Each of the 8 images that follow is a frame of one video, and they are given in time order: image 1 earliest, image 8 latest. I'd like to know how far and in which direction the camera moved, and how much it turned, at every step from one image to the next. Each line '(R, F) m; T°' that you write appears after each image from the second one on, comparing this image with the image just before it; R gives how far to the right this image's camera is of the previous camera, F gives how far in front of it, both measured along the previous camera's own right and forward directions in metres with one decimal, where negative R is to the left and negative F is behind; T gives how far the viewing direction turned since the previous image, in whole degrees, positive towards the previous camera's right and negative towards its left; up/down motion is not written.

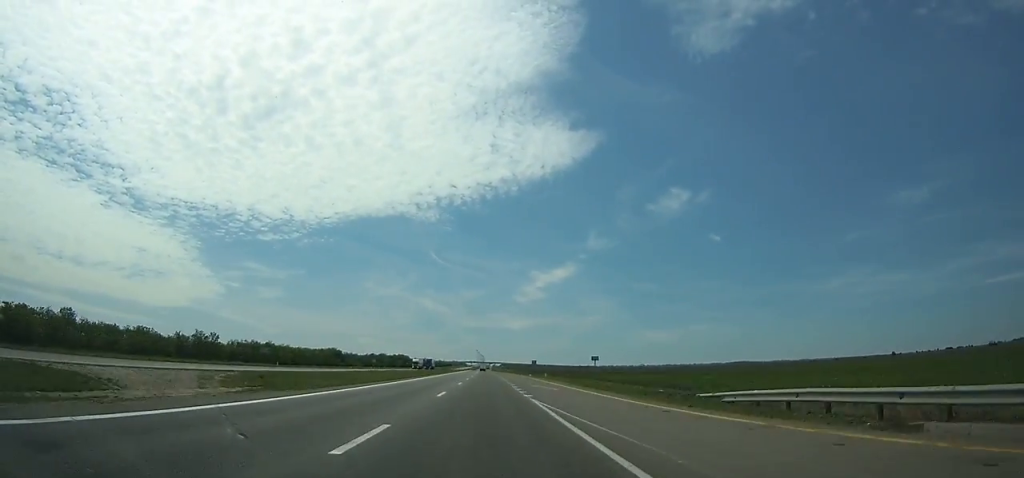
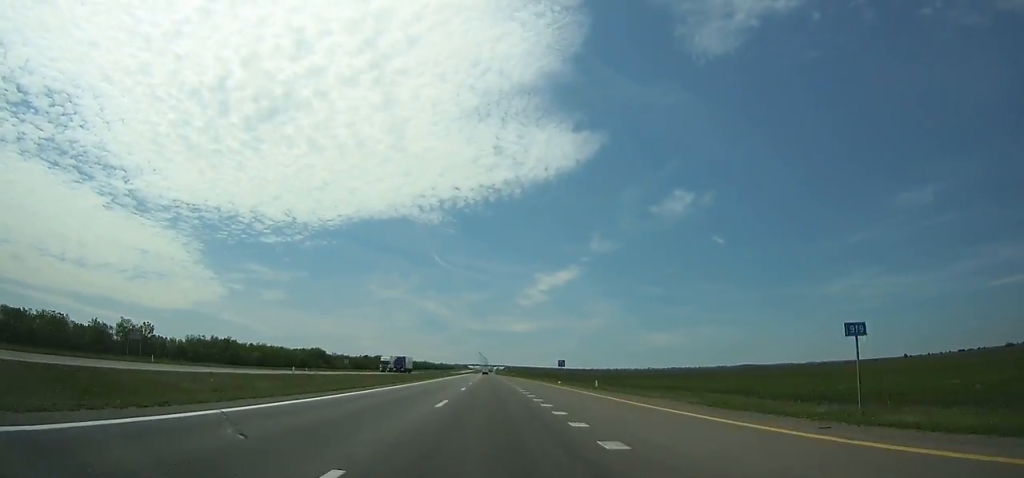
(0.0, +37.4) m; 0°
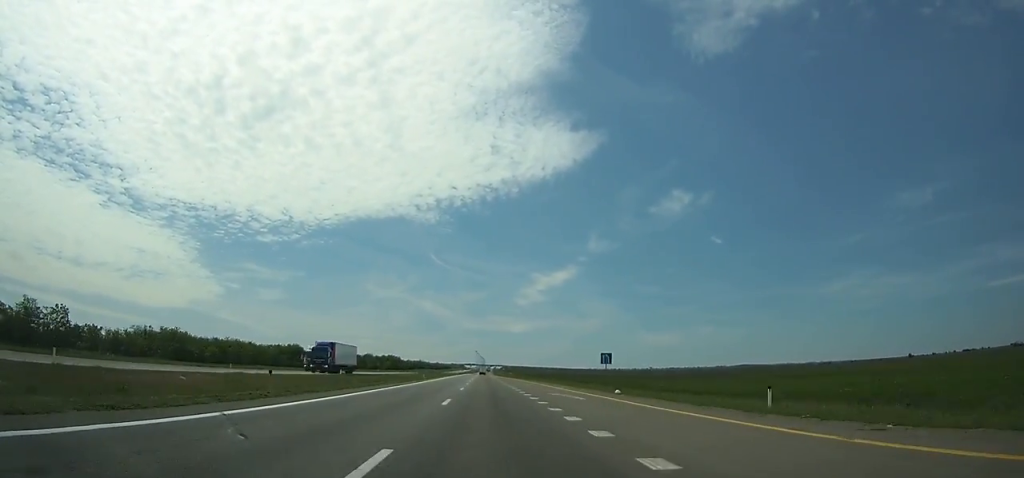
(+0.1, +30.0) m; 0°
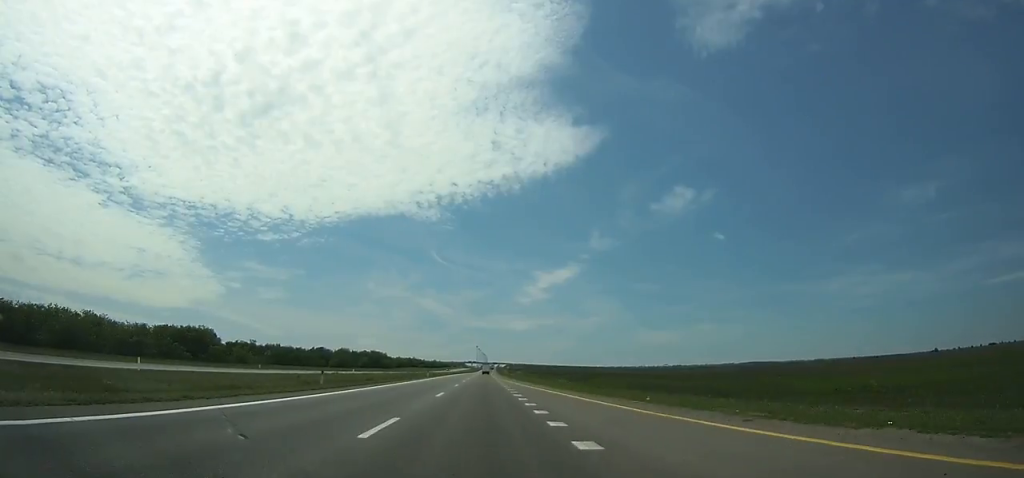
(-0.3, +91.6) m; 0°
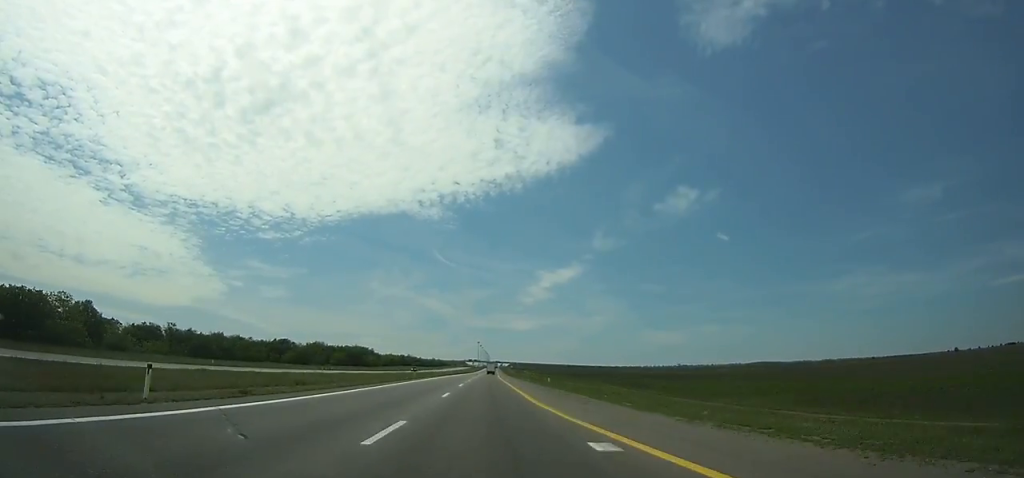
(0.0, +65.2) m; 0°
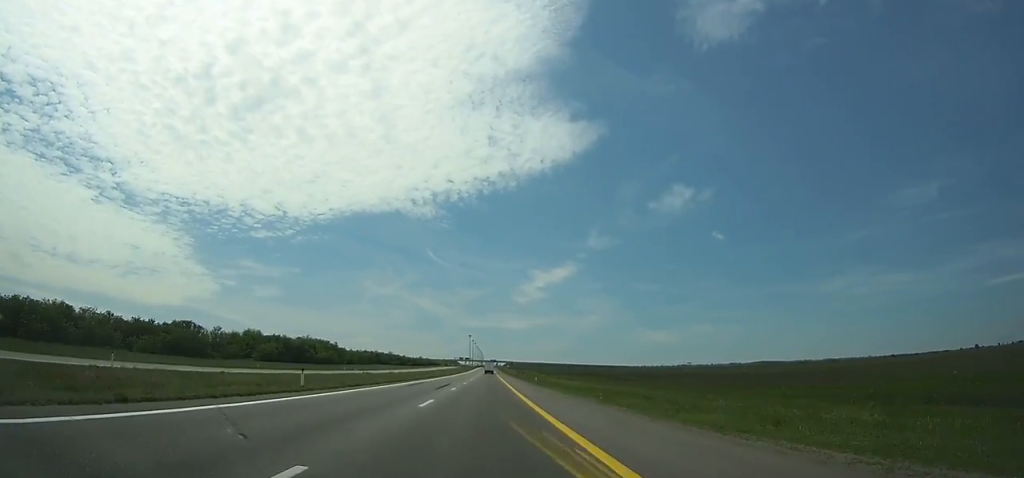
(-0.2, +86.4) m; 0°
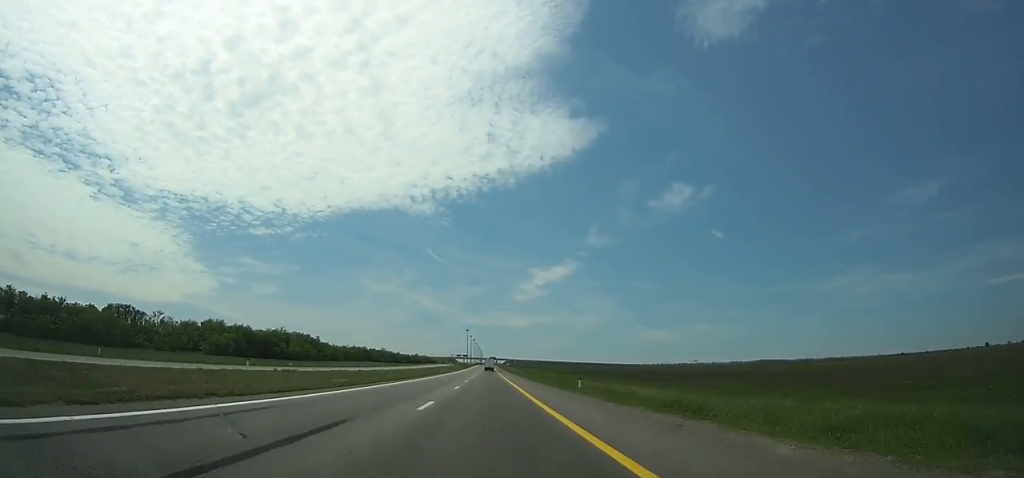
(+0.1, +34.4) m; 0°
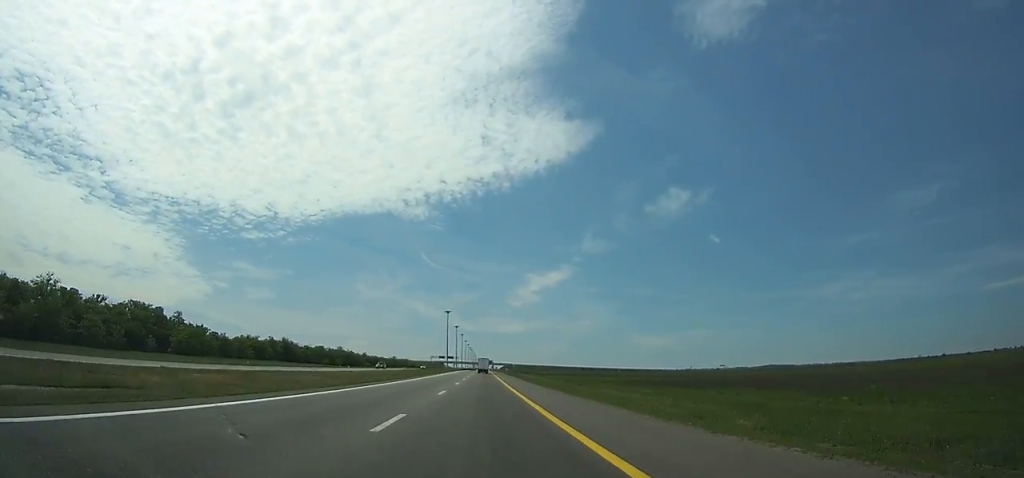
(+0.7, +132.5) m; 0°
